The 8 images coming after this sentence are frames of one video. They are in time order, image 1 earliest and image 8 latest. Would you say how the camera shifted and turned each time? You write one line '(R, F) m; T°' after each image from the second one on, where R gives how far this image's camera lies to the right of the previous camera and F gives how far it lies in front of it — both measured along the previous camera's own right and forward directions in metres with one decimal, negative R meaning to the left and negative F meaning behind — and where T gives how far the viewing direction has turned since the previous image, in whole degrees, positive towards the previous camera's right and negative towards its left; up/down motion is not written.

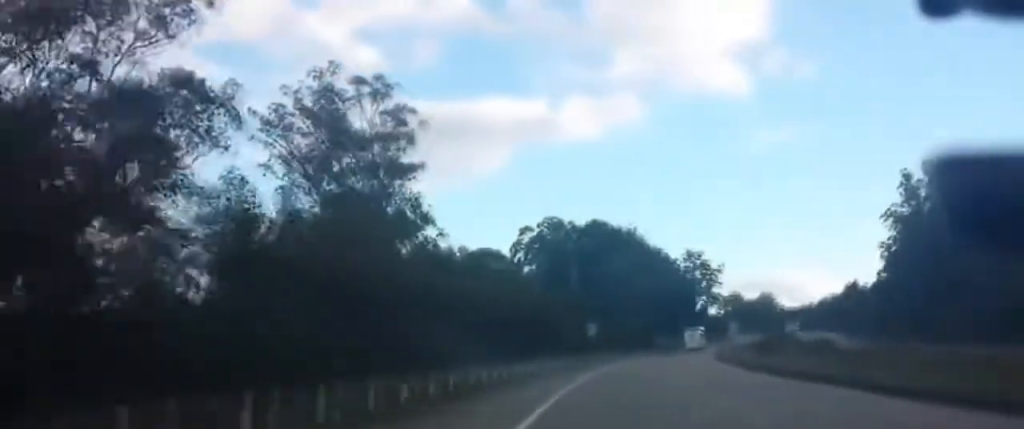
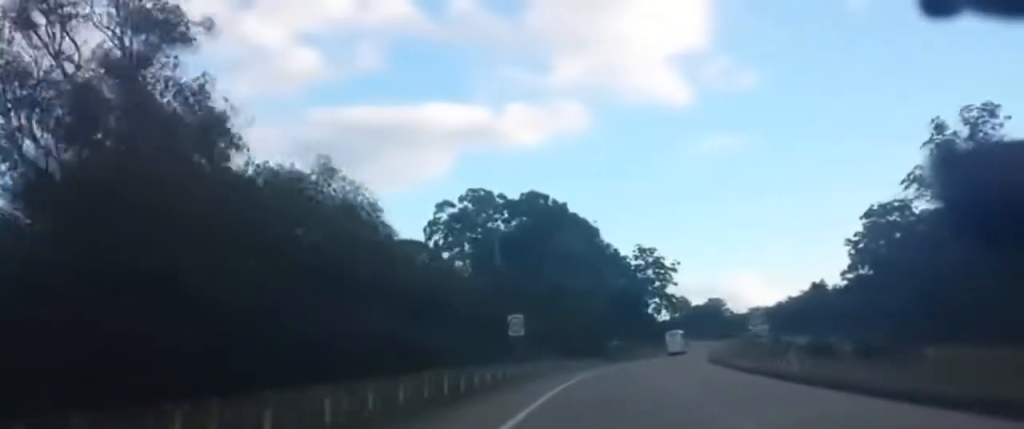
(+1.4, +39.9) m; +3°
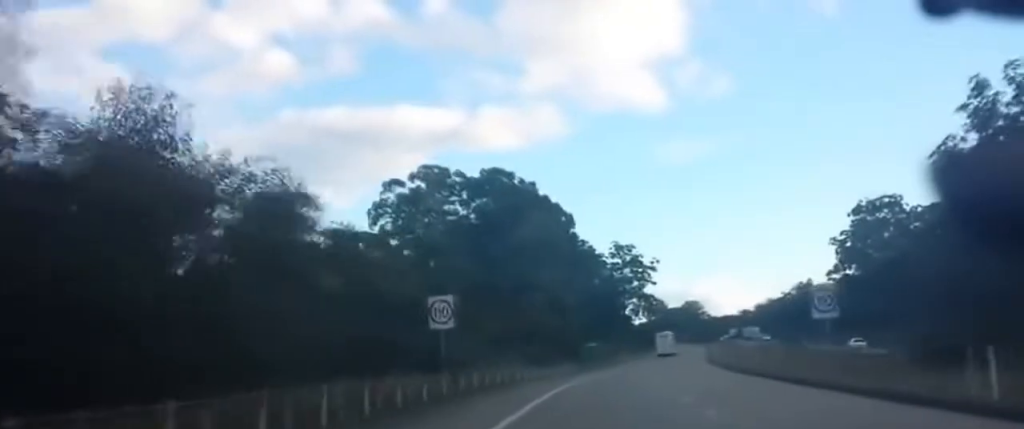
(-0.3, +20.5) m; +2°
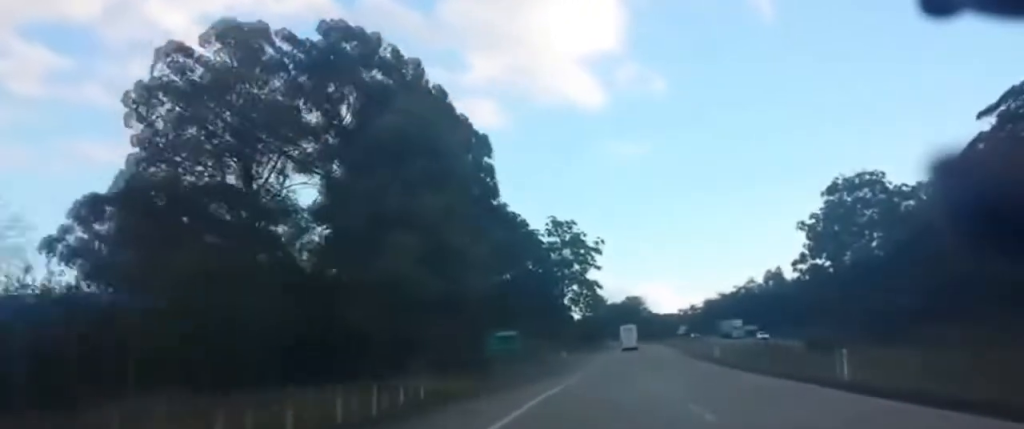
(+2.5, +49.5) m; +3°
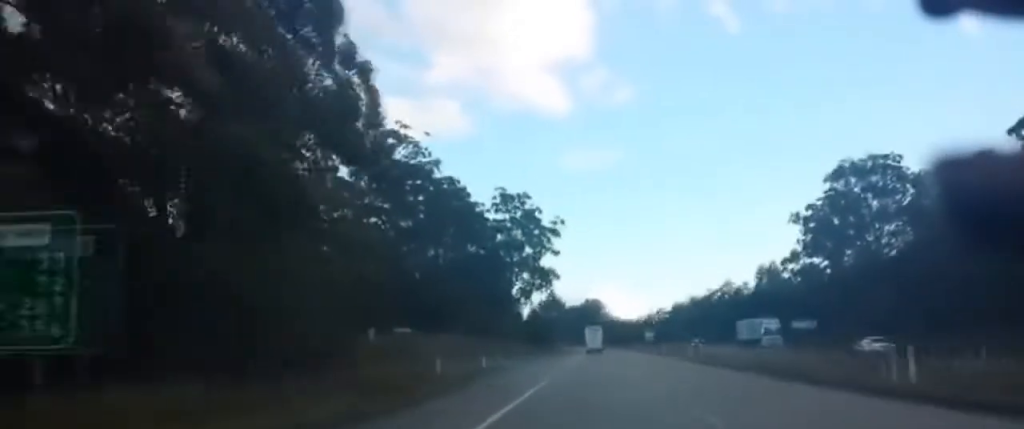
(+0.5, +47.5) m; +3°
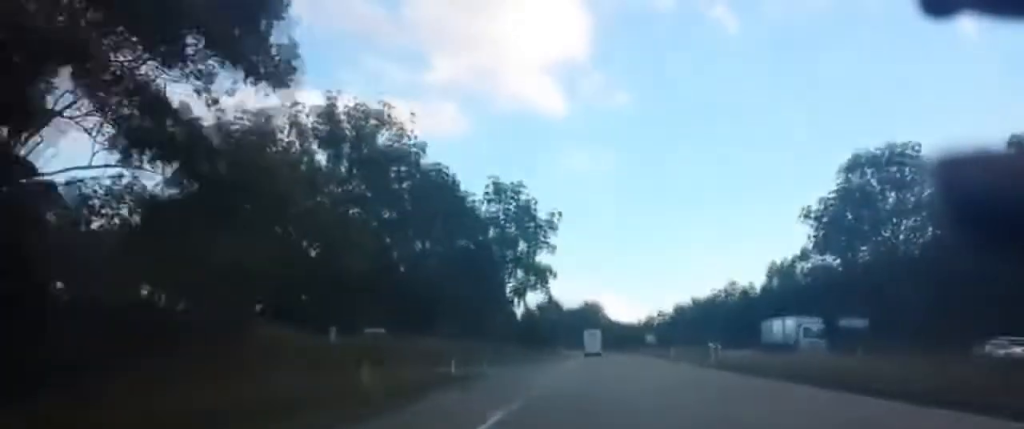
(+0.5, +13.3) m; 0°
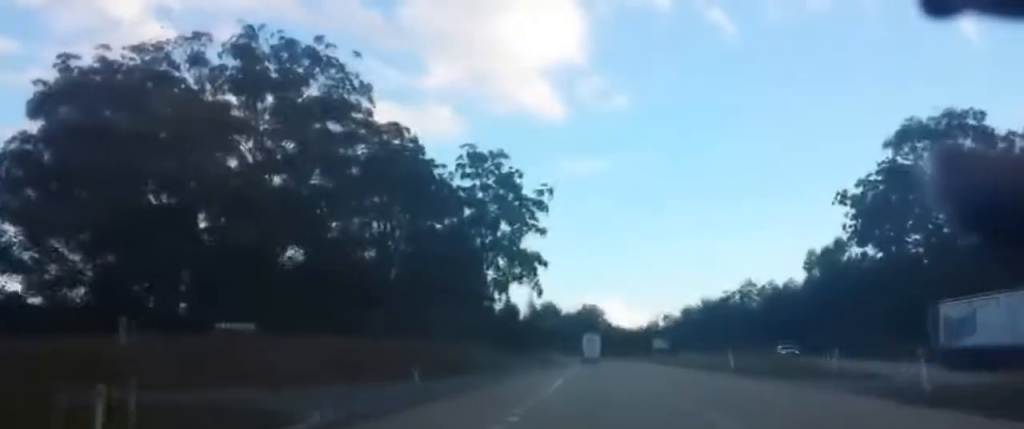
(0.0, +34.8) m; 0°
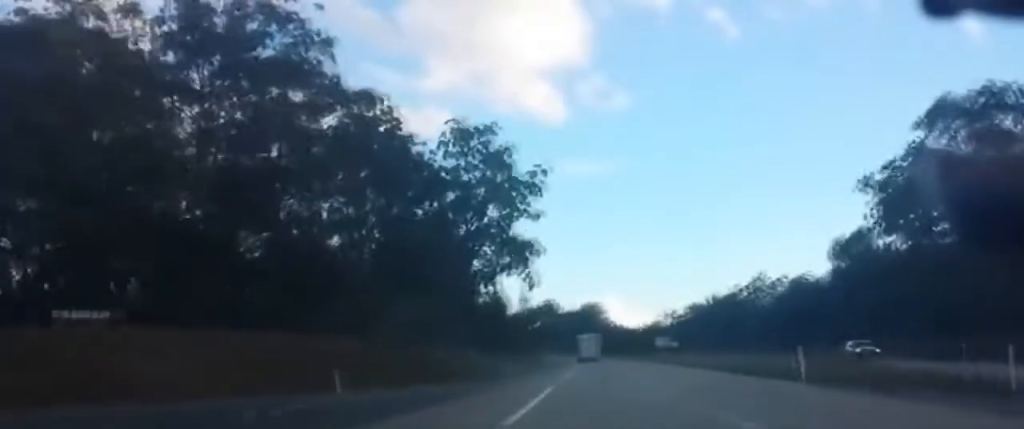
(-0.1, +16.4) m; 0°
